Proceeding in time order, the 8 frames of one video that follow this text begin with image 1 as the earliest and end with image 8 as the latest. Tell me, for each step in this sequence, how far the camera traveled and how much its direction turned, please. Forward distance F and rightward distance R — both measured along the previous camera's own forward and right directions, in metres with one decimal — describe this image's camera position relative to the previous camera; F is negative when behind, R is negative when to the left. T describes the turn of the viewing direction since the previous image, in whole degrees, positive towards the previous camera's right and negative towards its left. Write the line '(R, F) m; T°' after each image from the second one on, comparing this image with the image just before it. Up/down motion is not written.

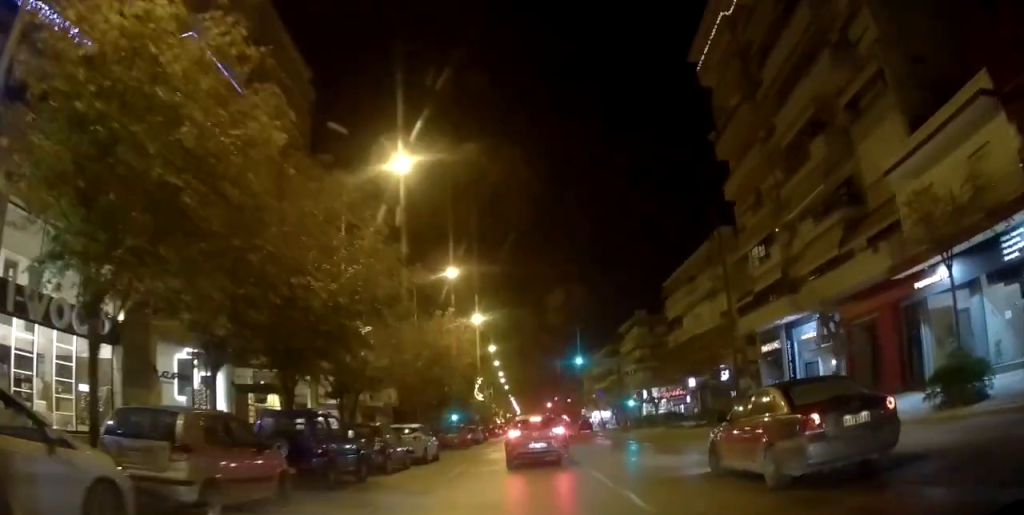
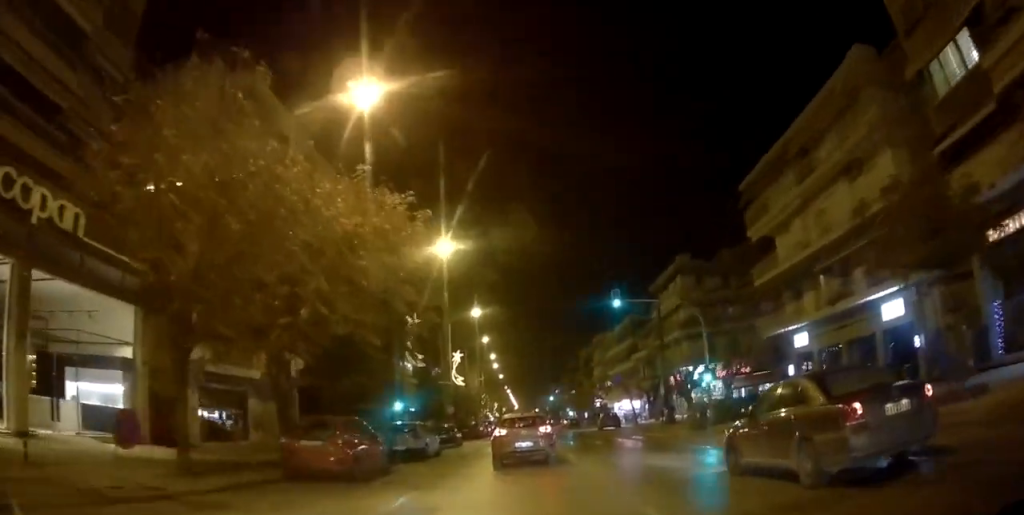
(+0.7, +23.0) m; +2°
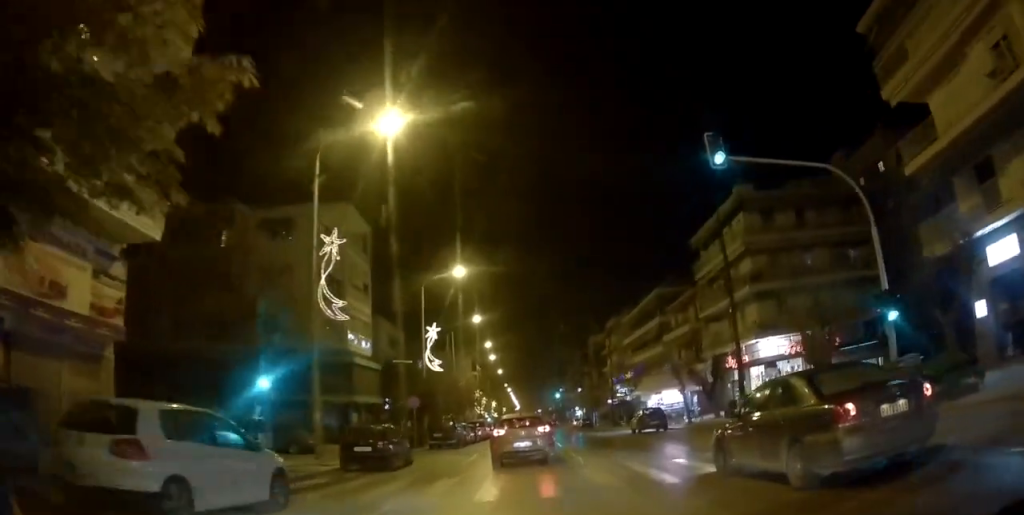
(+0.3, +16.4) m; +6°
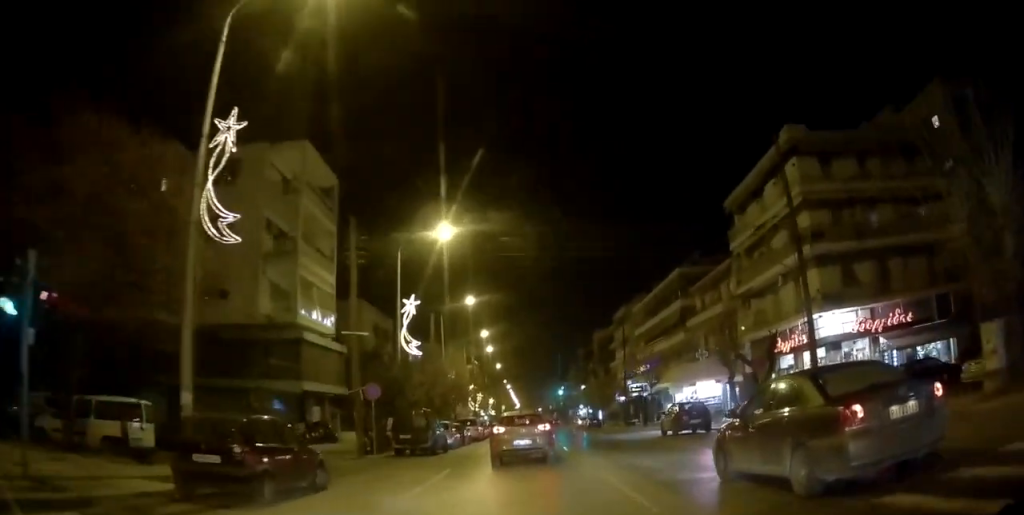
(+0.6, +8.4) m; 0°
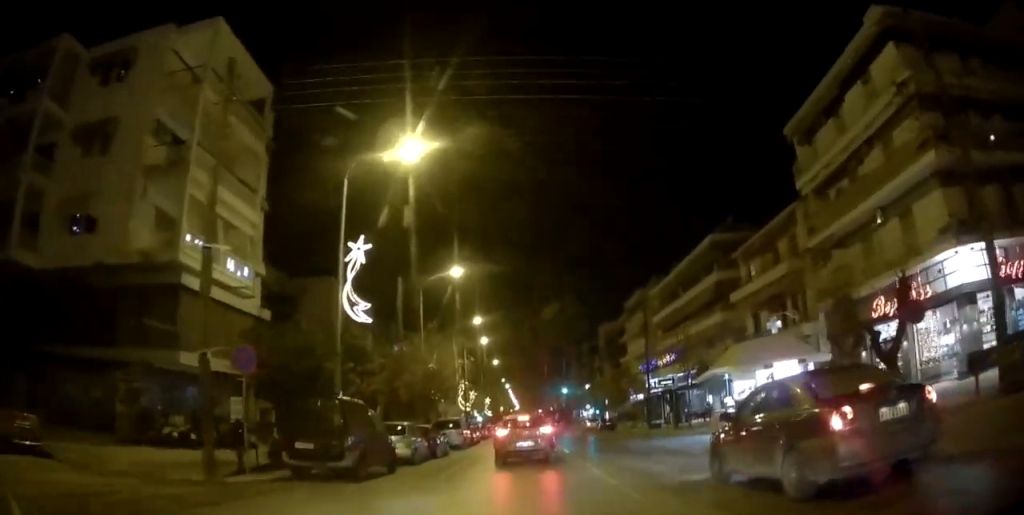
(-0.3, +11.2) m; -3°
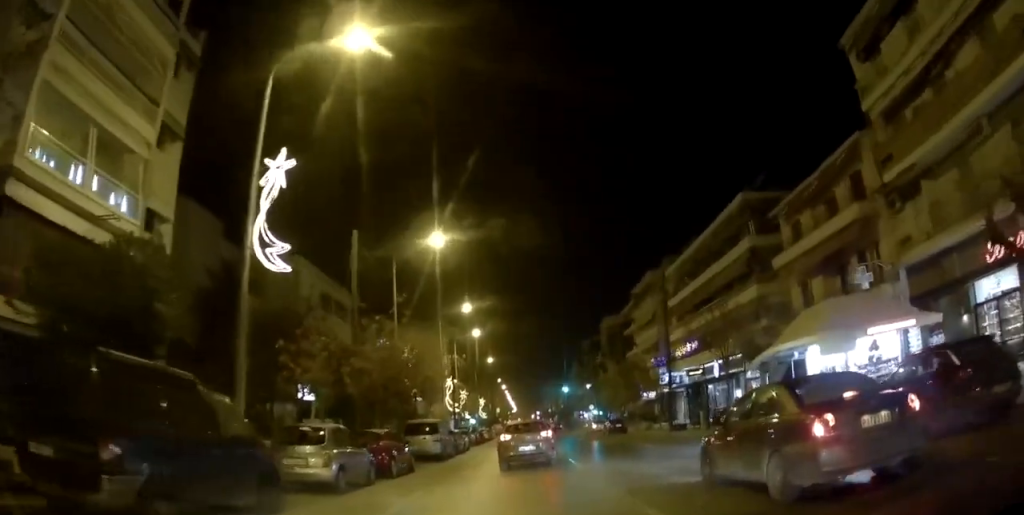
(-0.3, +8.0) m; -3°
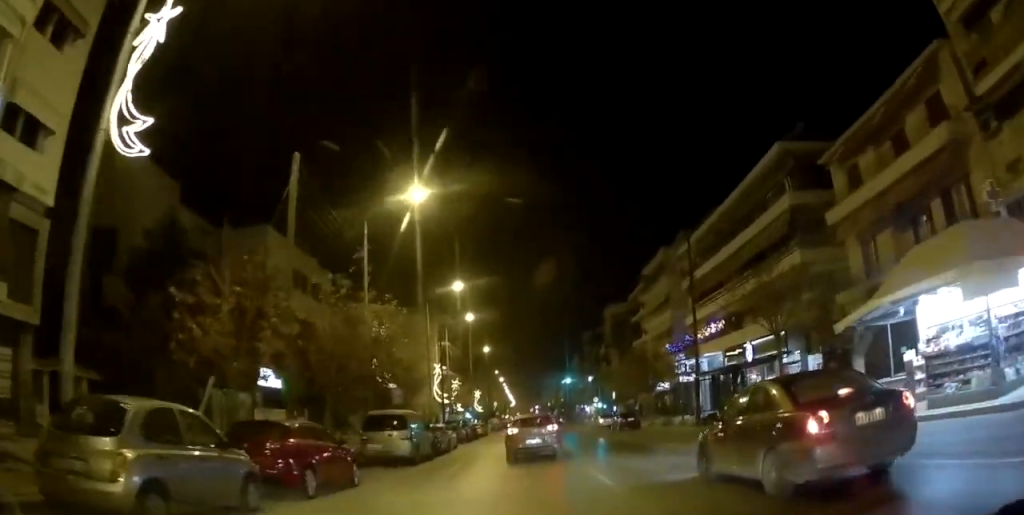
(-0.1, +6.5) m; -2°
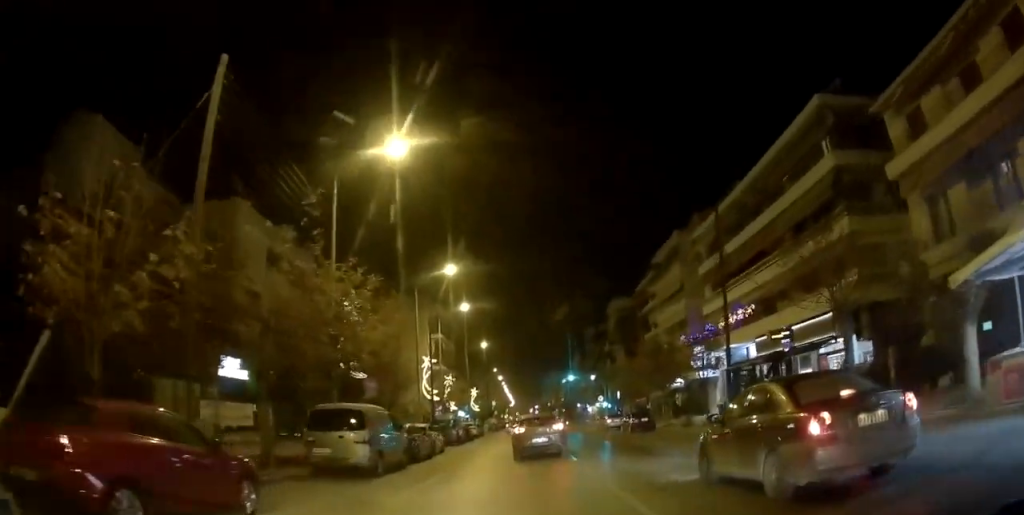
(-0.1, +5.1) m; -1°
